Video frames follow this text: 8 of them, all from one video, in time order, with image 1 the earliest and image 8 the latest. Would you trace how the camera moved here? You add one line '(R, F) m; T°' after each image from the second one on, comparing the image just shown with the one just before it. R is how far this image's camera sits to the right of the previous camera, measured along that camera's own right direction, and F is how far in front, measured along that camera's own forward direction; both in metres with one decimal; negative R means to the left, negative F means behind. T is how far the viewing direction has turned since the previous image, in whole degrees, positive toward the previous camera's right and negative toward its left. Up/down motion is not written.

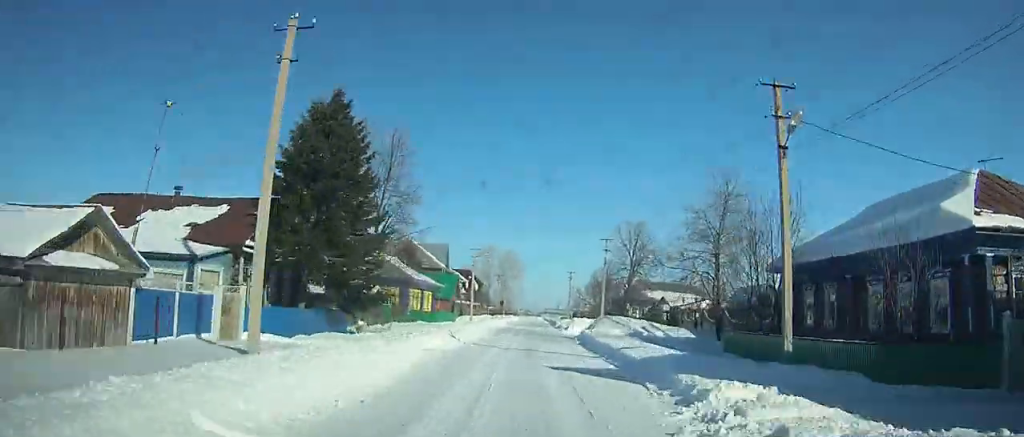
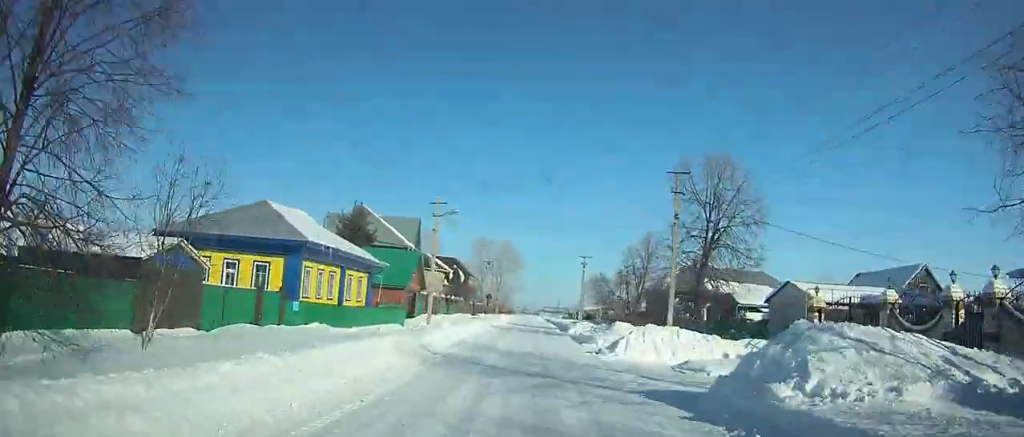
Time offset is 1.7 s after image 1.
(+1.3, +21.7) m; +1°
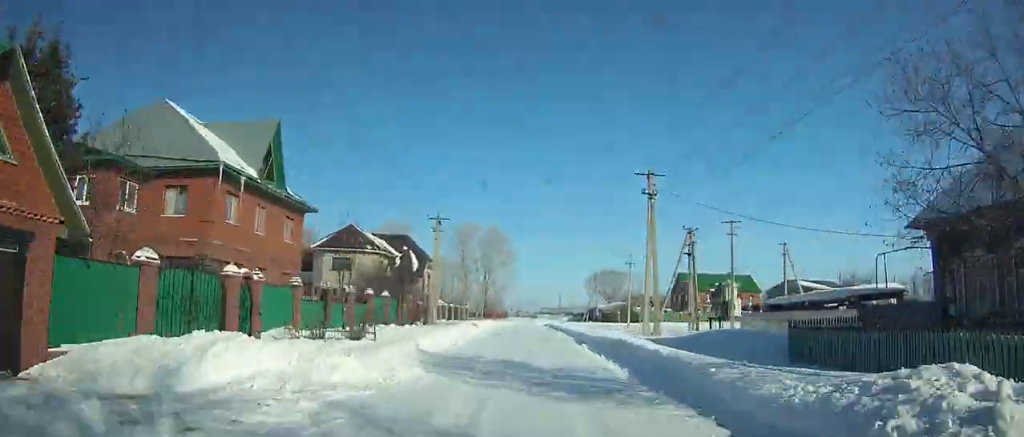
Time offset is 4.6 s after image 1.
(+0.9, +35.1) m; 0°
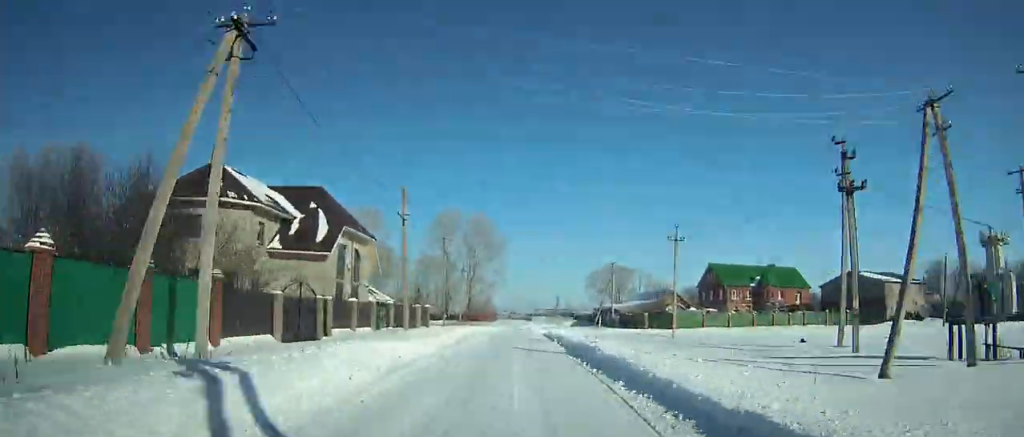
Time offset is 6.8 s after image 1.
(-0.4, +24.1) m; -1°
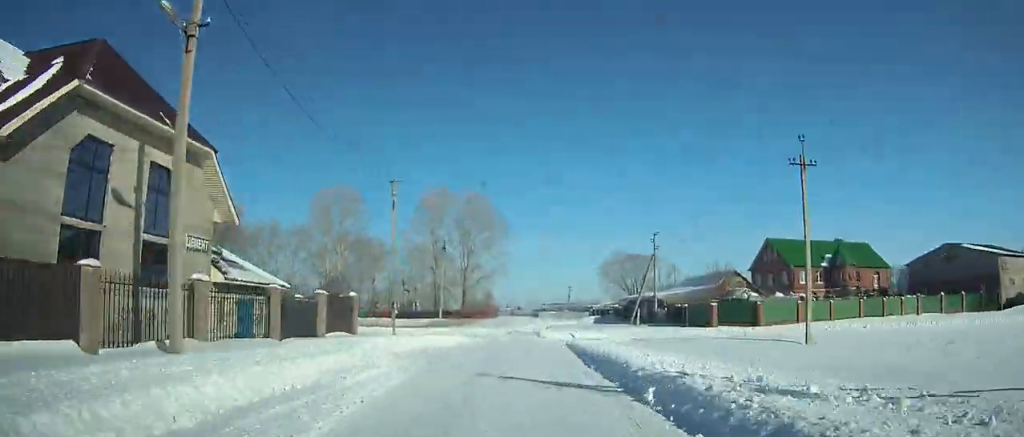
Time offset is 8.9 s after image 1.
(0.0, +20.5) m; 0°
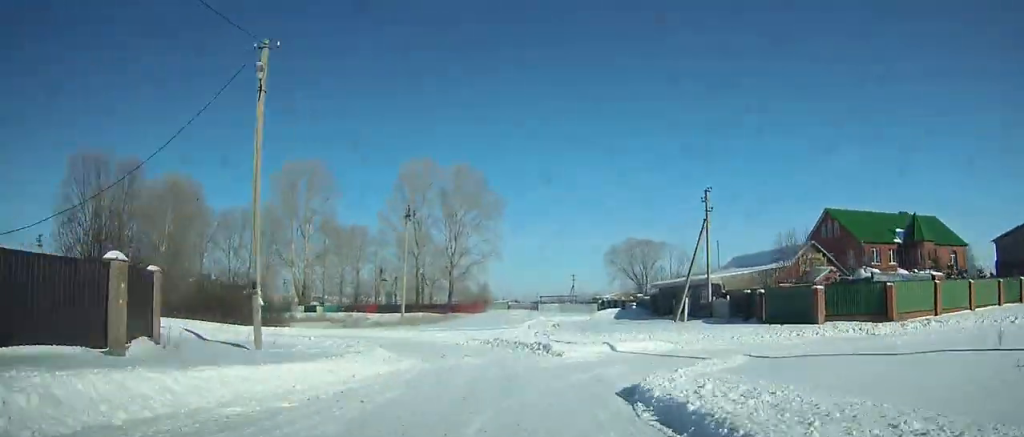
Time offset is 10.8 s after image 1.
(-0.1, +15.4) m; -6°
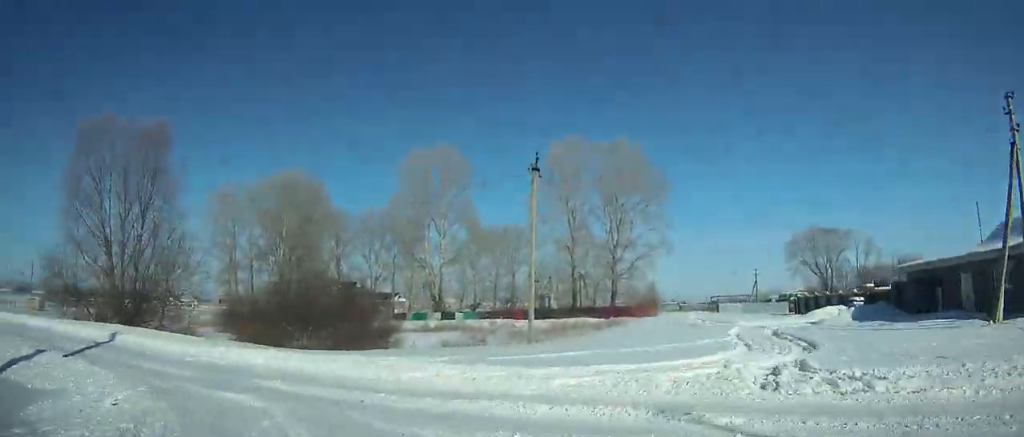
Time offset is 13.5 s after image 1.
(-1.5, +18.6) m; -23°
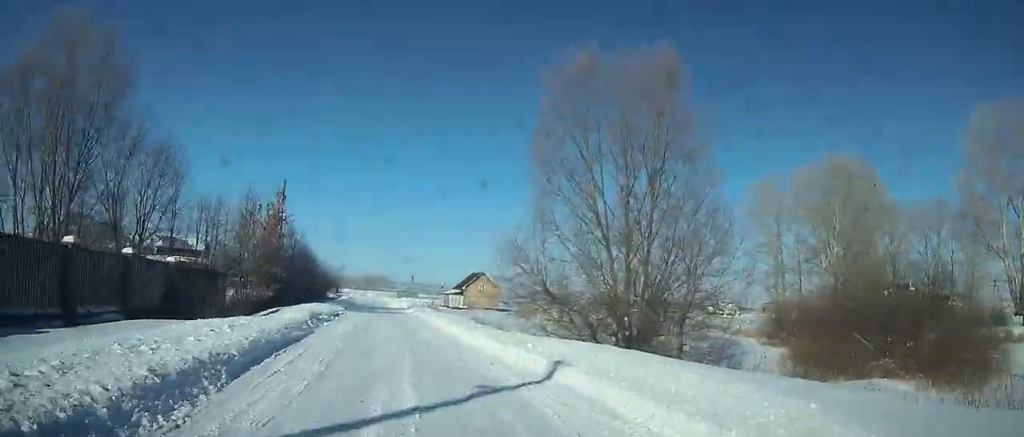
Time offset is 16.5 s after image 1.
(-5.6, +16.1) m; -36°
